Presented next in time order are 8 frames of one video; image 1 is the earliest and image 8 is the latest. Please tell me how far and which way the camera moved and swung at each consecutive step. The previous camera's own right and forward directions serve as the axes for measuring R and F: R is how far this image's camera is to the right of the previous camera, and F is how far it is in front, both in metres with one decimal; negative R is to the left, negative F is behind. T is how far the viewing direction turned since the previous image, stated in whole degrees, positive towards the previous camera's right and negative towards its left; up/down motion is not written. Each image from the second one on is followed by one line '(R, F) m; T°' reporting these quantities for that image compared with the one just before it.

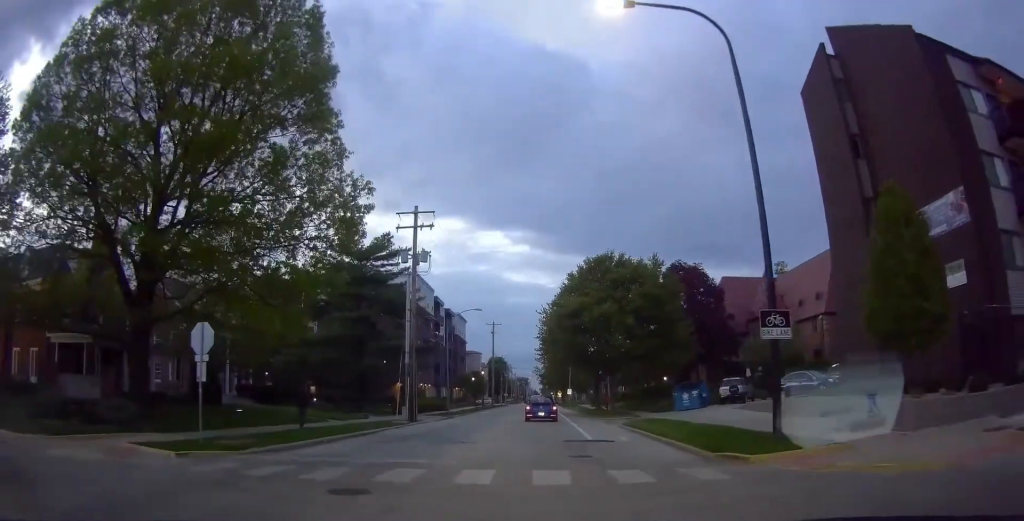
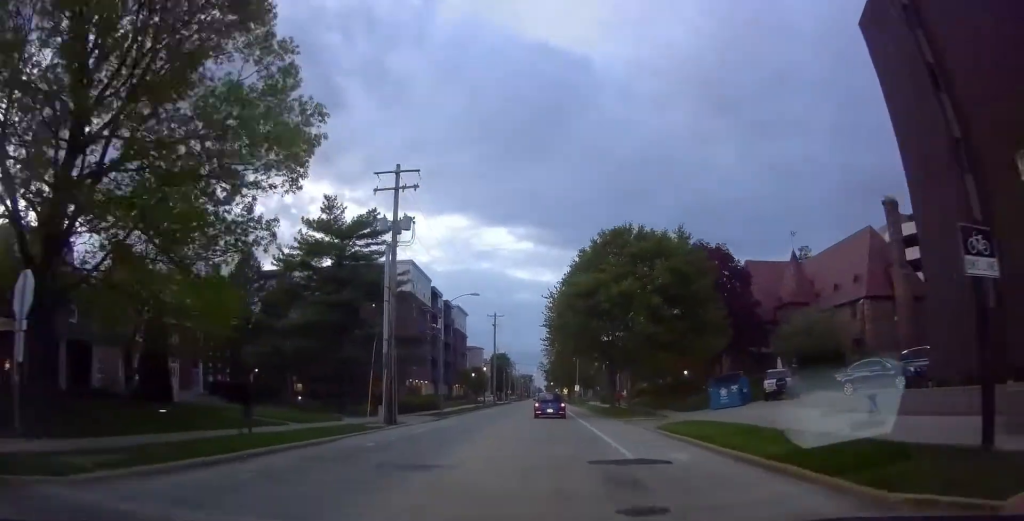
(+0.5, +6.2) m; +5°
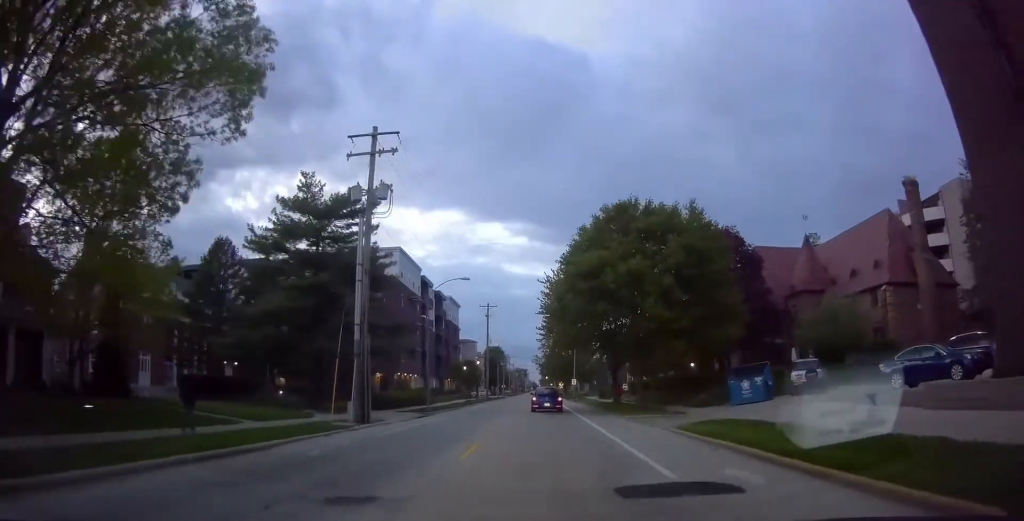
(0.0, +3.9) m; 0°
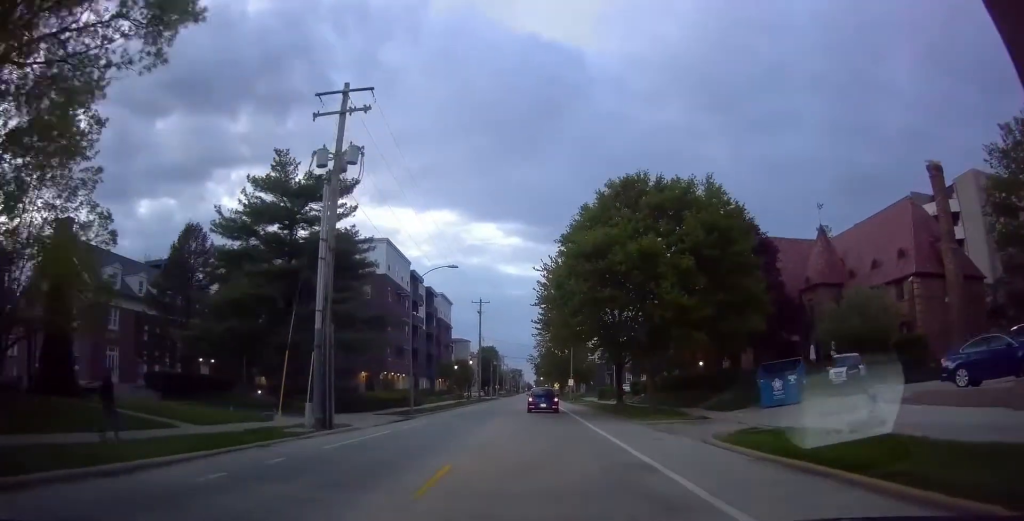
(0.0, +3.7) m; 0°
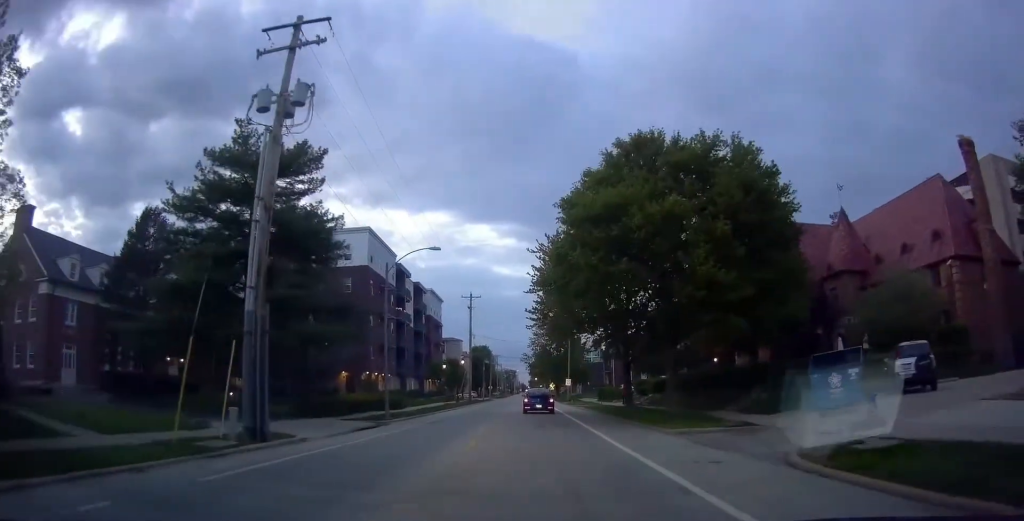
(0.0, +5.3) m; 0°
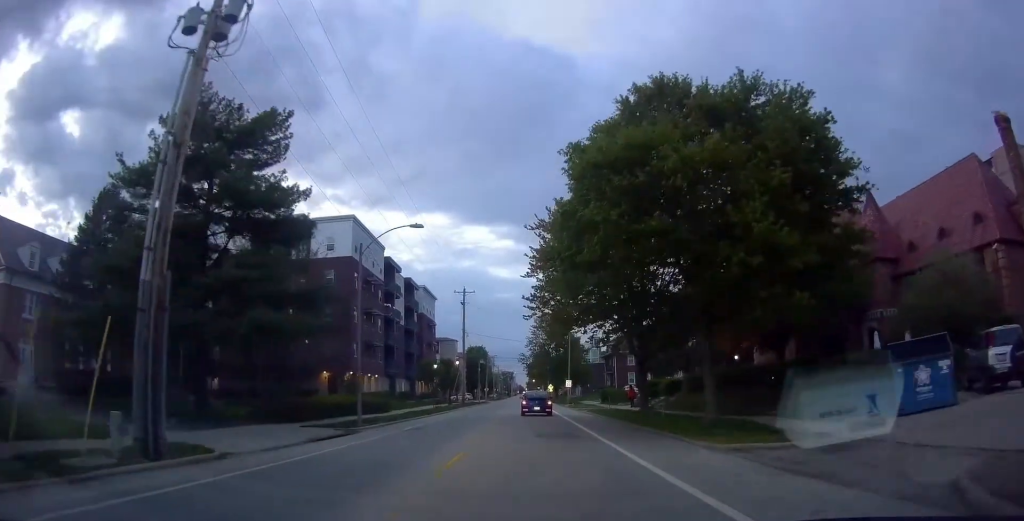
(0.0, +4.8) m; -1°
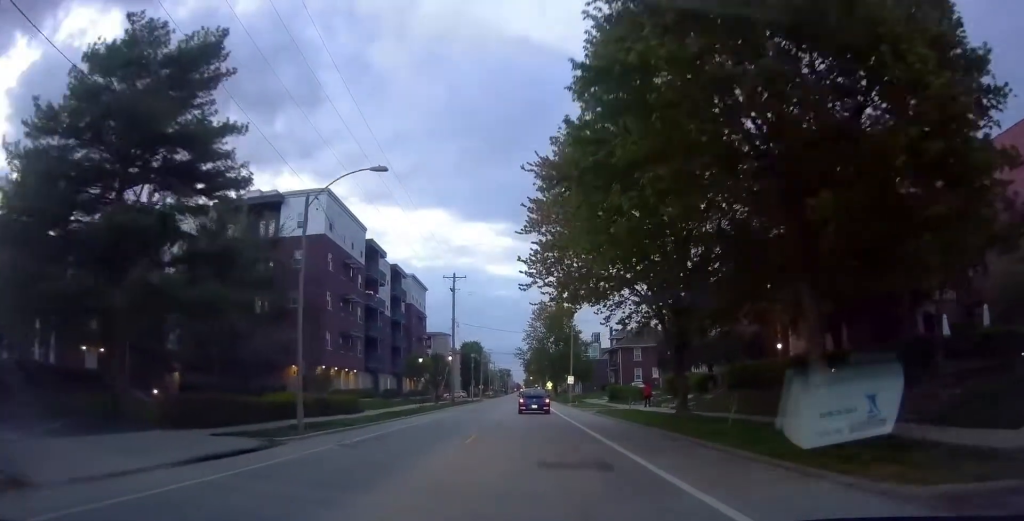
(+0.1, +7.1) m; -3°
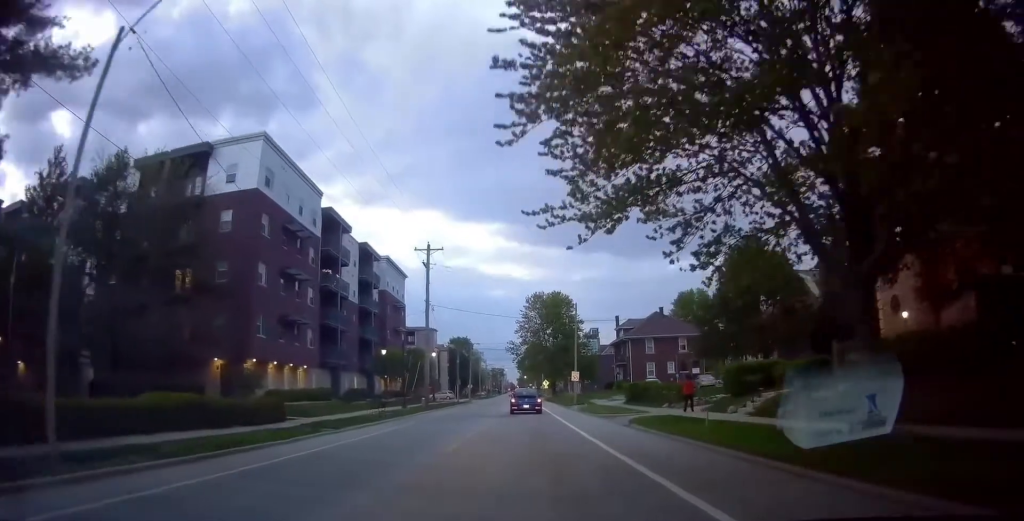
(-0.8, +12.4) m; -1°
